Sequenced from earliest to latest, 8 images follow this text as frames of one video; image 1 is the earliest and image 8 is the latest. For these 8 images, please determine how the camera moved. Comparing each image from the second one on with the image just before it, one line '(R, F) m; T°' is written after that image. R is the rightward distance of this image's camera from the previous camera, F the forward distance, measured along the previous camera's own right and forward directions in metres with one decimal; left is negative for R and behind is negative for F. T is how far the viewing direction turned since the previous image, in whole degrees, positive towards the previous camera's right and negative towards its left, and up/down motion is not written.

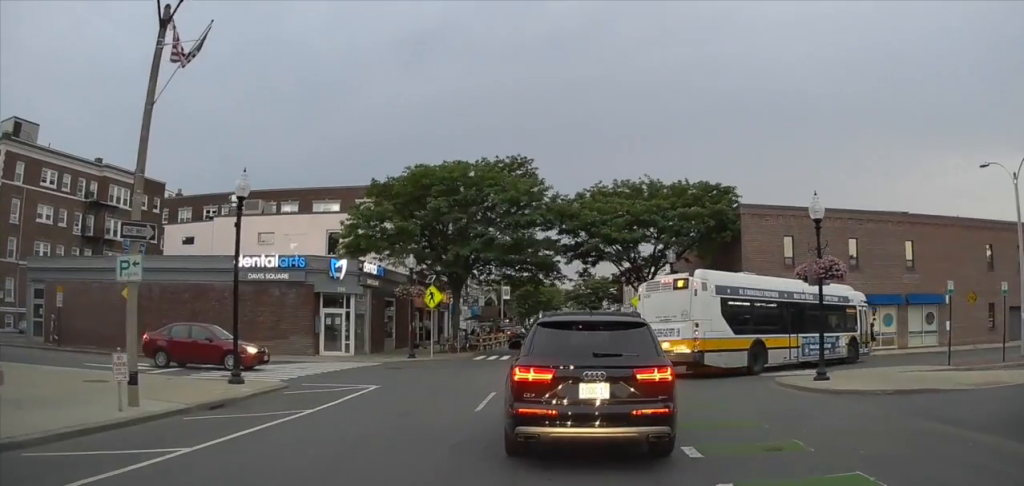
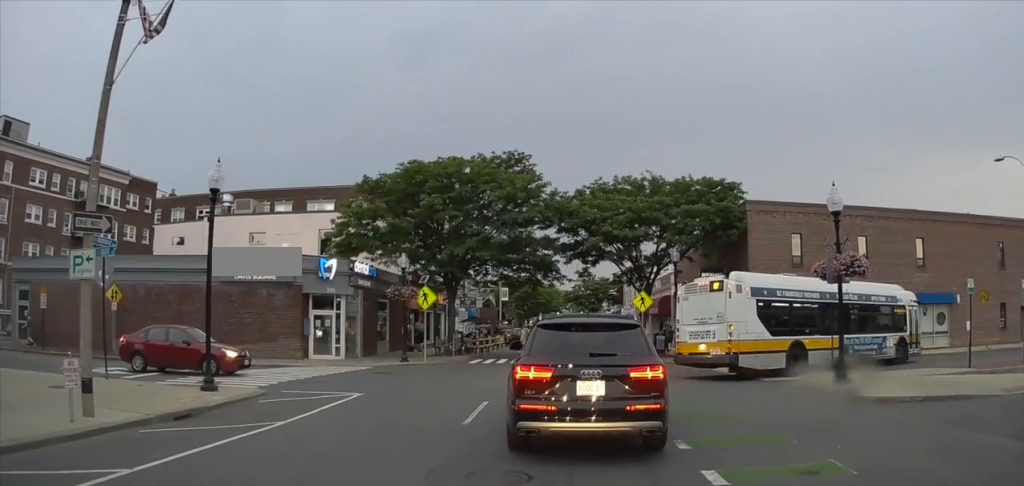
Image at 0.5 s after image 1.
(0.0, +1.4) m; 0°
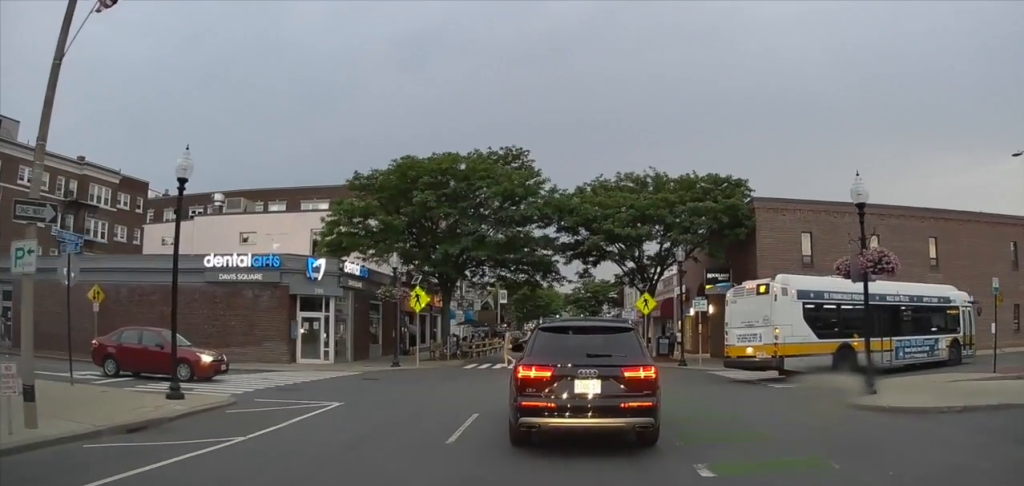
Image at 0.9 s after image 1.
(0.0, +1.5) m; +1°
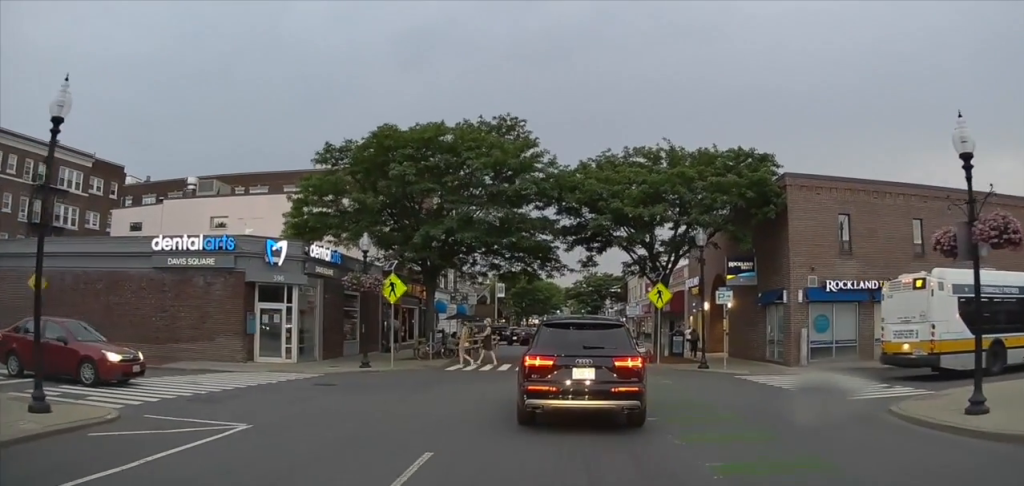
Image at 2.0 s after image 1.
(+0.1, +3.9) m; +5°
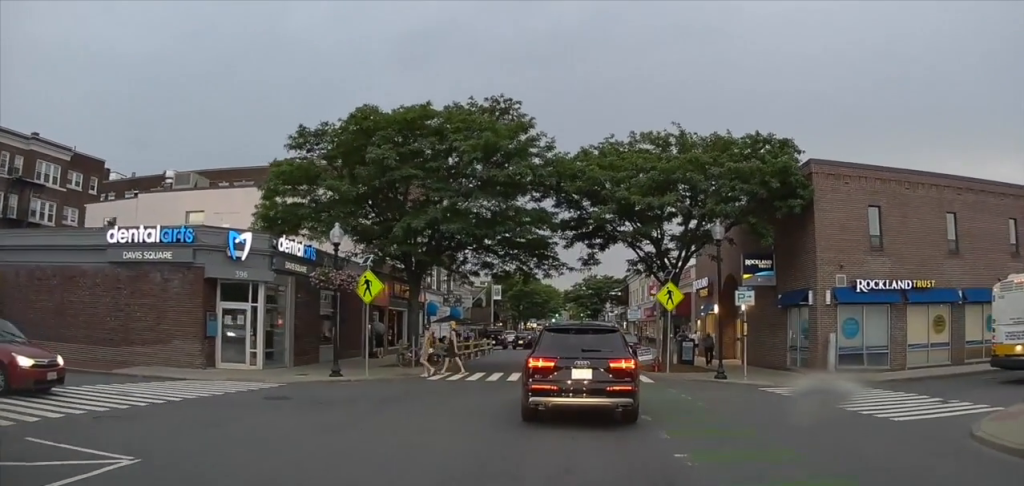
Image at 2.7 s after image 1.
(0.0, +2.7) m; +4°
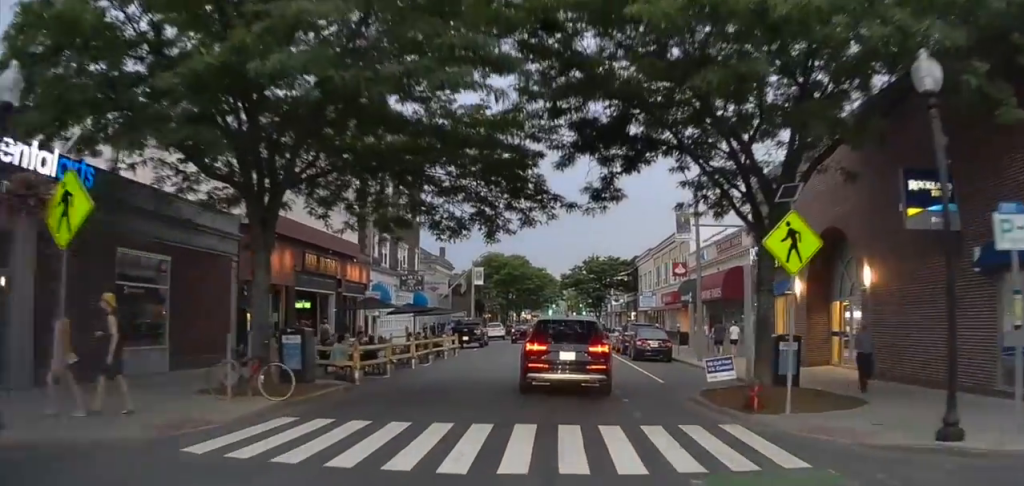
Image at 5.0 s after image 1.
(+1.4, +13.5) m; +8°
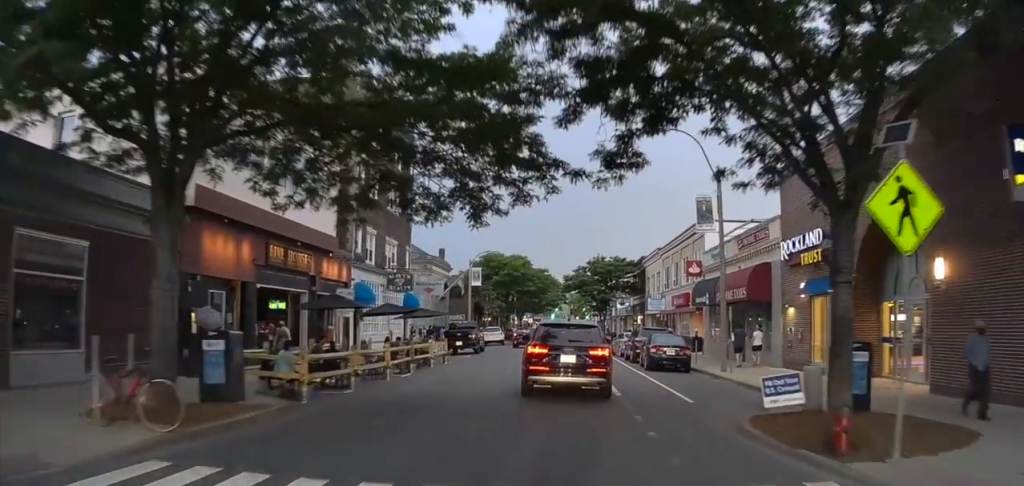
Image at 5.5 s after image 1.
(+0.1, +3.5) m; -1°
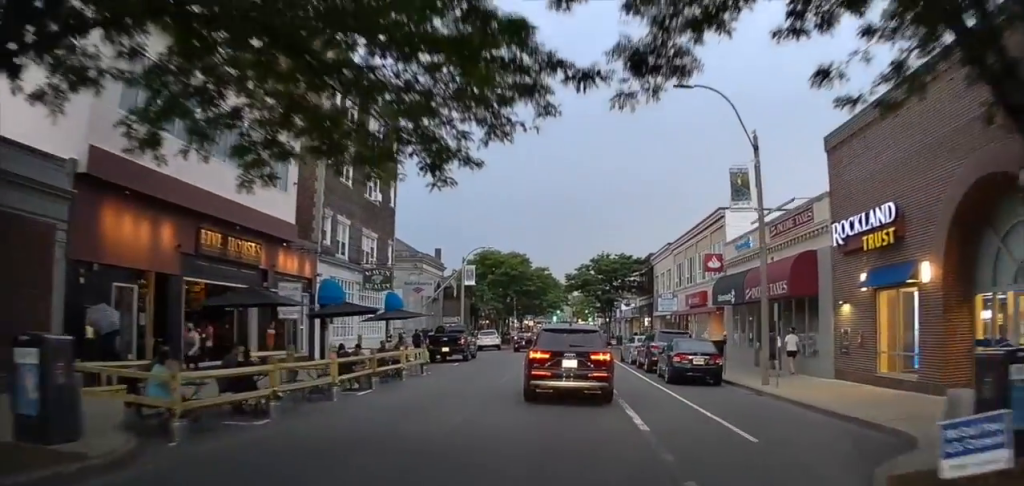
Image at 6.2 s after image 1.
(-0.2, +4.5) m; -2°
